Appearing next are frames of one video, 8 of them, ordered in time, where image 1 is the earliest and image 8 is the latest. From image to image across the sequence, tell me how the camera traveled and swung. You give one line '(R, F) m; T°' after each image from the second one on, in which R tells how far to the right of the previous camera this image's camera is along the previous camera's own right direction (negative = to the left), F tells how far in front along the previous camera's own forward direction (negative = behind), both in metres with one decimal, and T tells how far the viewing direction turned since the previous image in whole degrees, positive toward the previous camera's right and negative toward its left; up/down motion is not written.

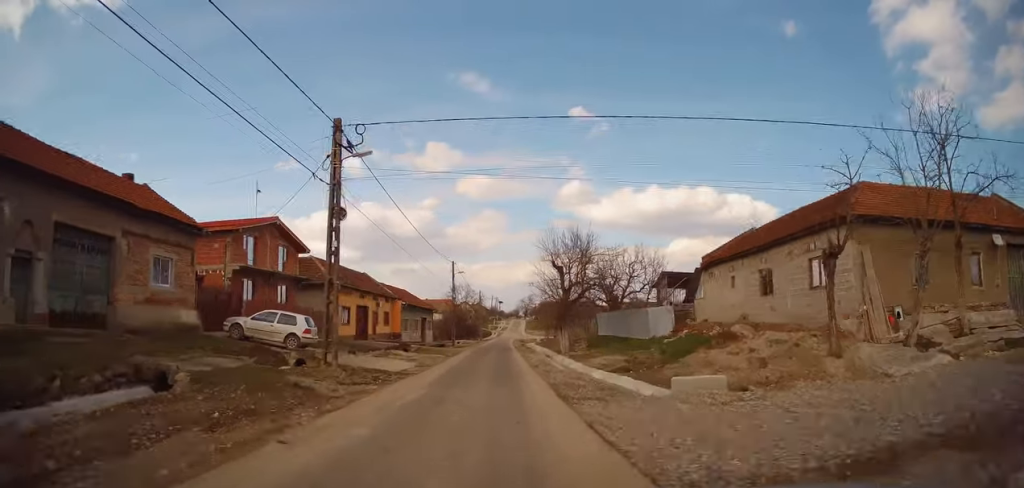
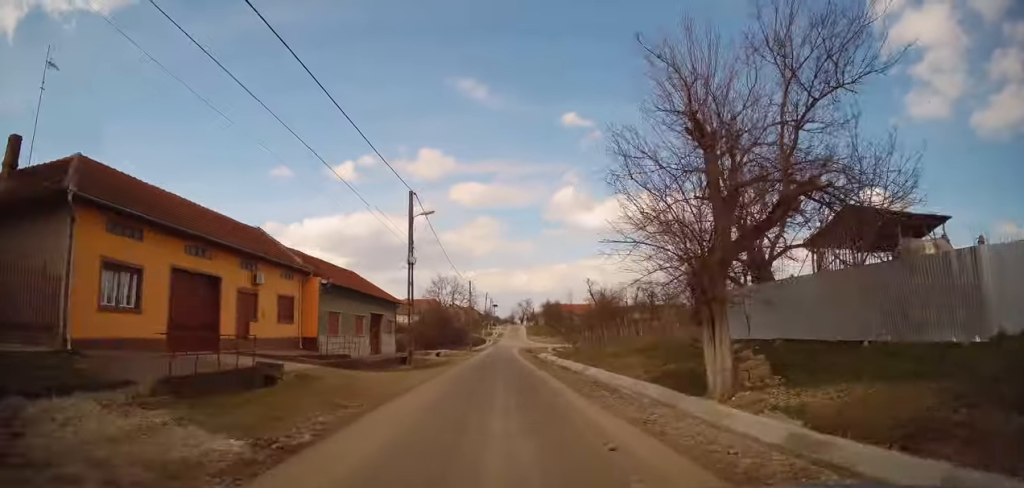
(-0.3, +26.2) m; 0°
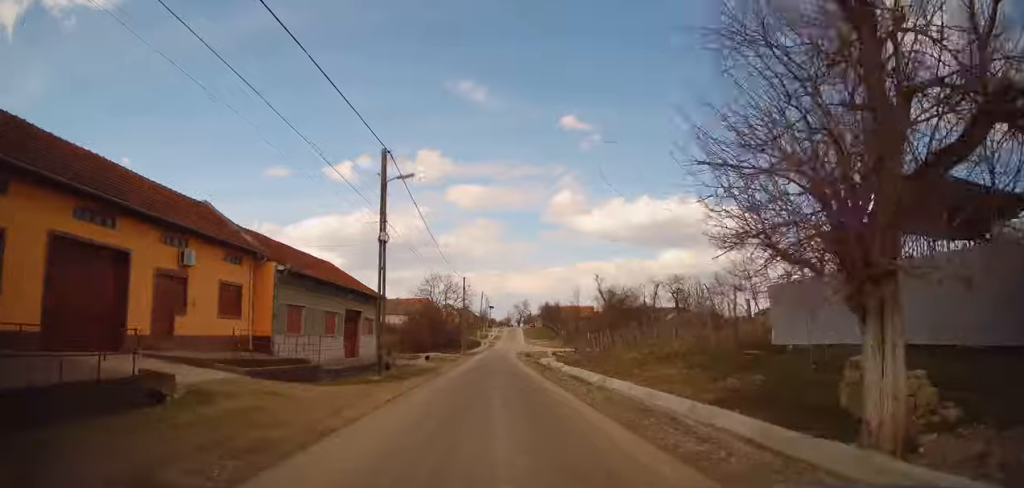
(0.0, +6.1) m; 0°
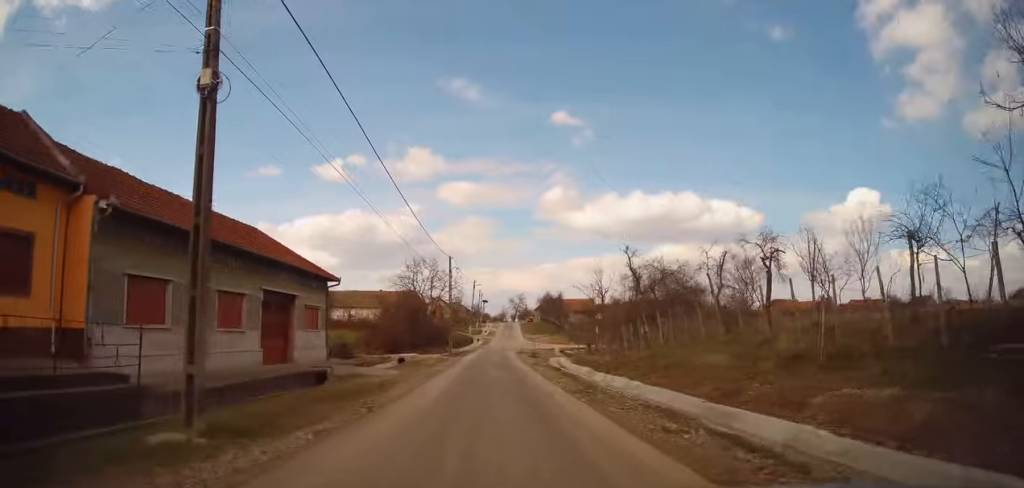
(+0.1, +12.6) m; +1°
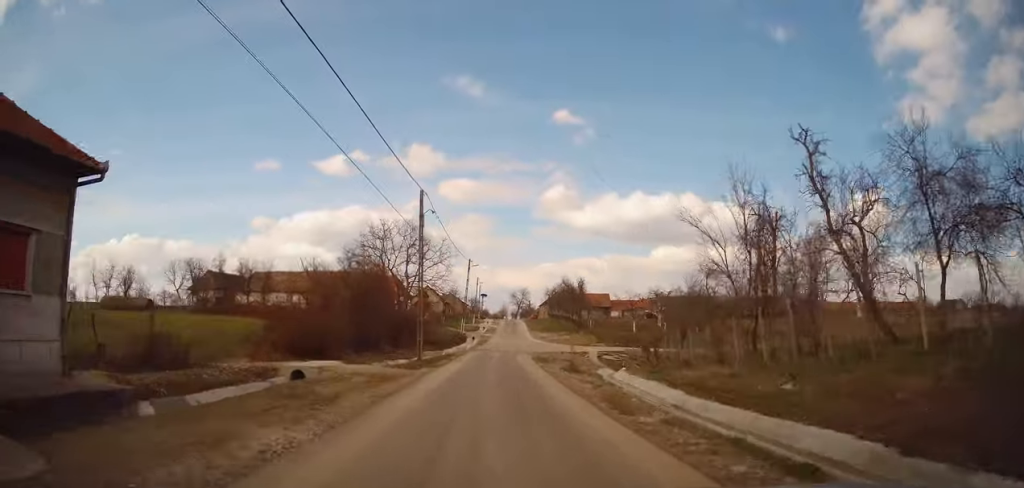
(+0.3, +20.7) m; +1°
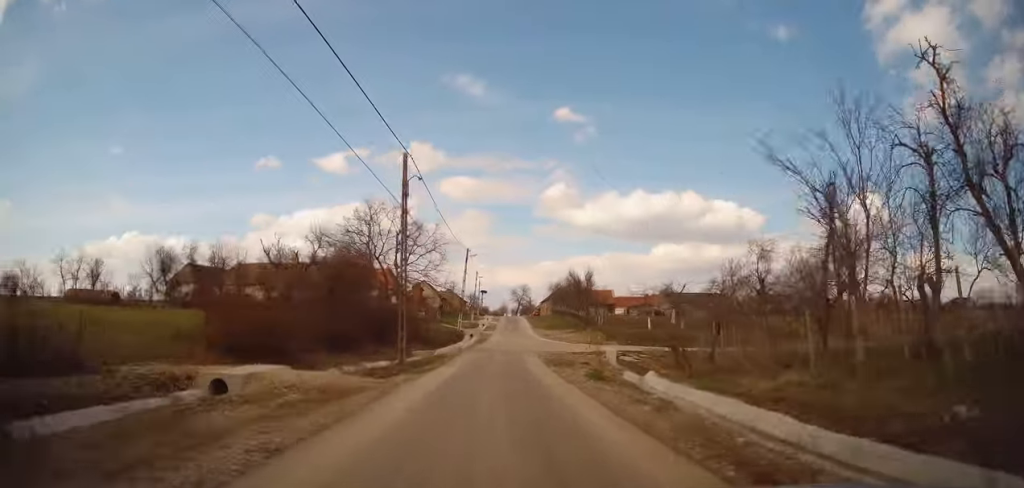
(+0.1, +5.5) m; 0°
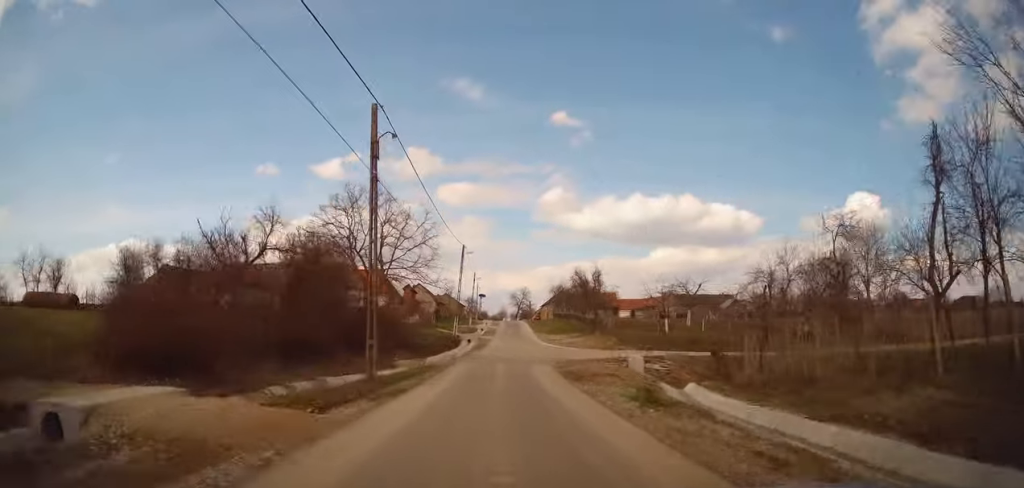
(-0.1, +5.4) m; 0°
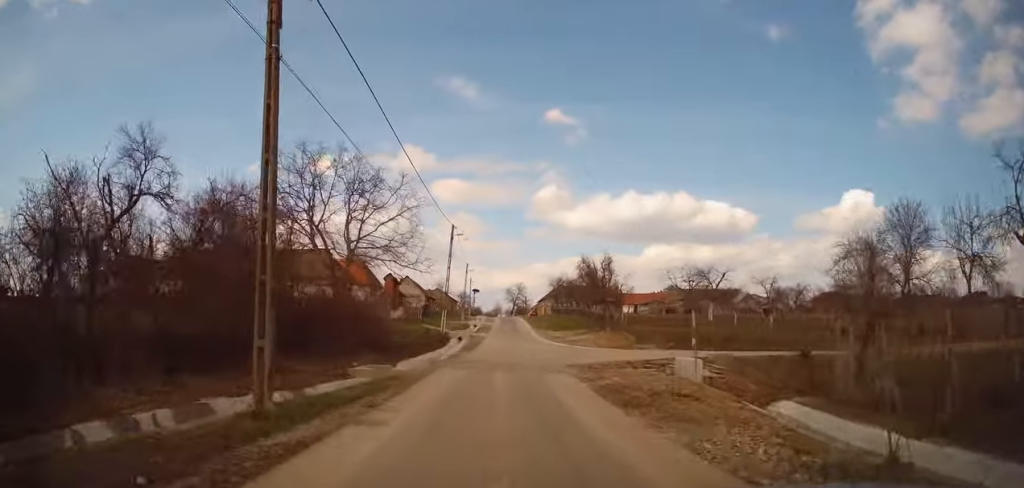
(-0.1, +8.0) m; 0°
